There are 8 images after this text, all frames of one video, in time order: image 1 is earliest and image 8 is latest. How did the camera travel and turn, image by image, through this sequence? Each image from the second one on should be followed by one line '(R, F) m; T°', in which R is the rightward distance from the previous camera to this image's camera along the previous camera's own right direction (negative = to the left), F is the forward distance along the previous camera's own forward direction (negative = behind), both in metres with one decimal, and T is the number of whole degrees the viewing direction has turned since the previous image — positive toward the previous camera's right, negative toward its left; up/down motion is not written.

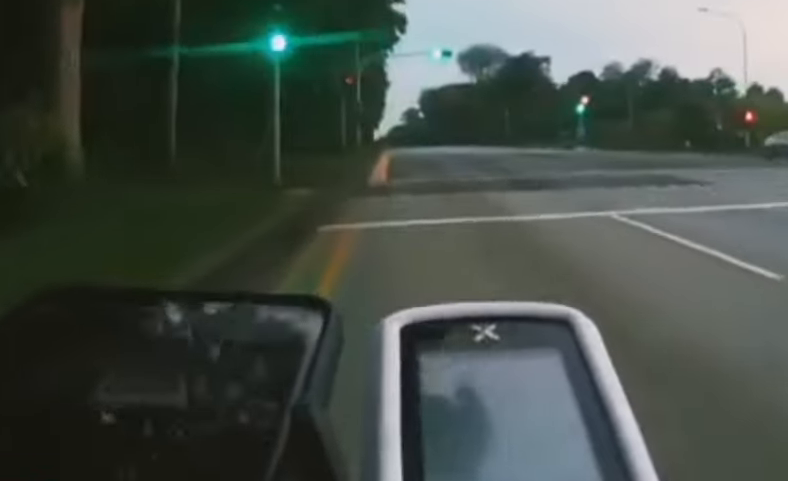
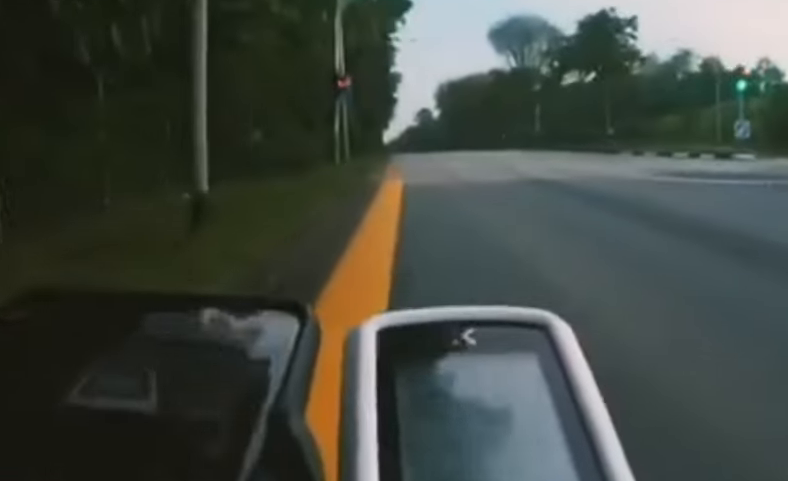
(-0.1, +16.9) m; 0°
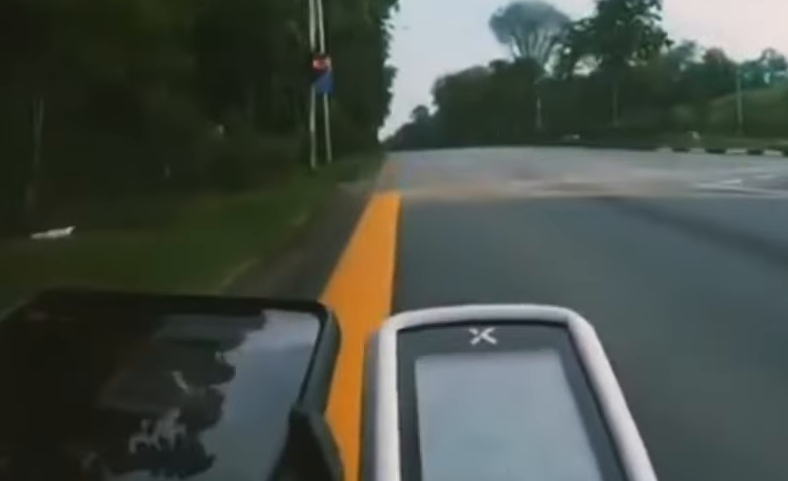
(-0.3, +4.0) m; -1°
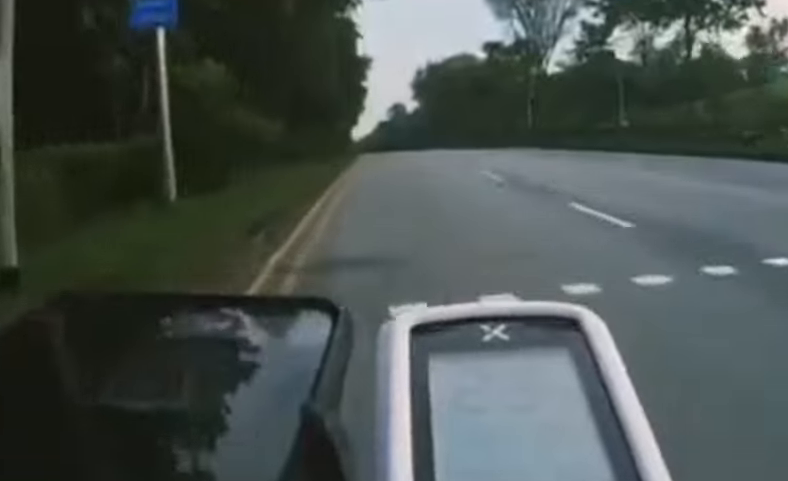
(+0.4, +9.3) m; +1°
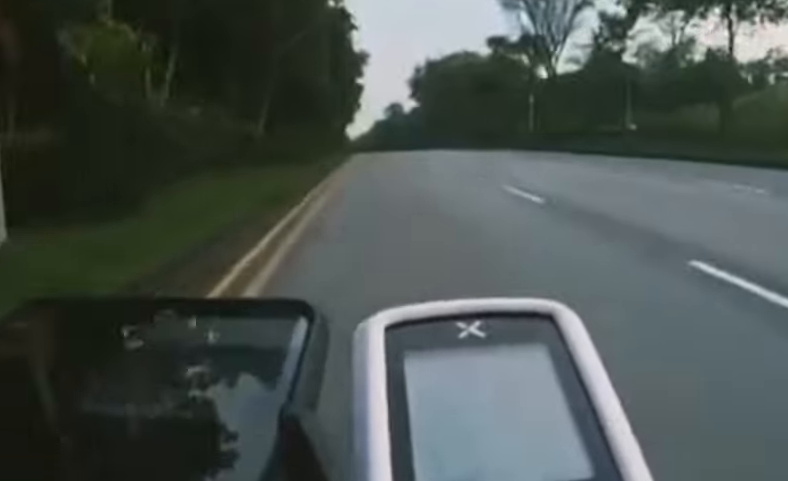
(-0.5, +2.8) m; +1°
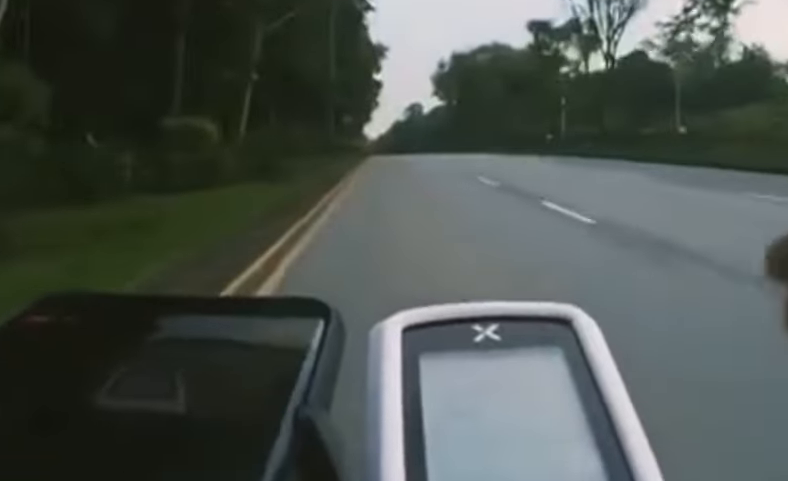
(+1.0, +6.0) m; 0°
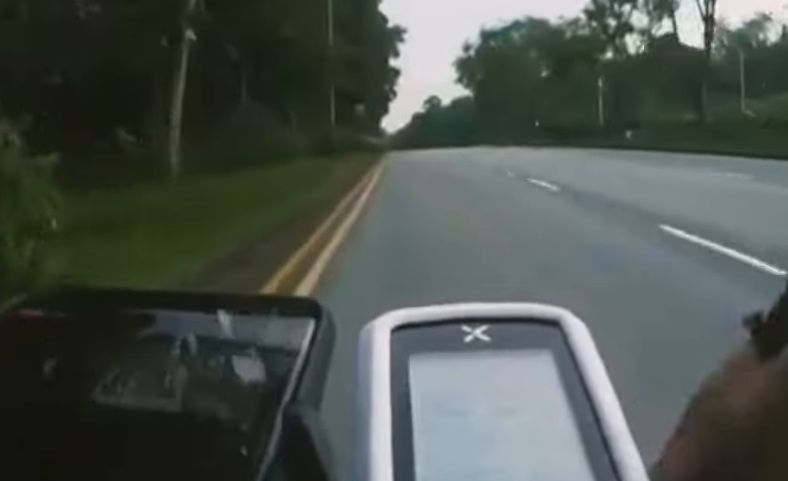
(-0.8, +7.4) m; -2°
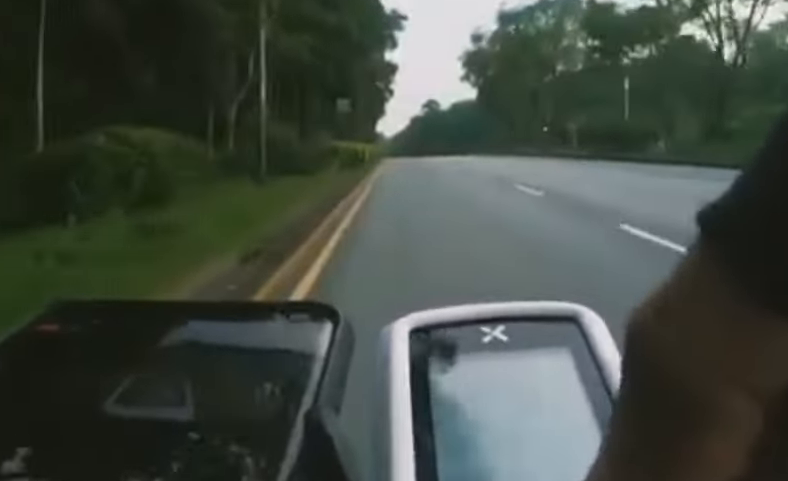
(+0.7, +8.7) m; -2°
